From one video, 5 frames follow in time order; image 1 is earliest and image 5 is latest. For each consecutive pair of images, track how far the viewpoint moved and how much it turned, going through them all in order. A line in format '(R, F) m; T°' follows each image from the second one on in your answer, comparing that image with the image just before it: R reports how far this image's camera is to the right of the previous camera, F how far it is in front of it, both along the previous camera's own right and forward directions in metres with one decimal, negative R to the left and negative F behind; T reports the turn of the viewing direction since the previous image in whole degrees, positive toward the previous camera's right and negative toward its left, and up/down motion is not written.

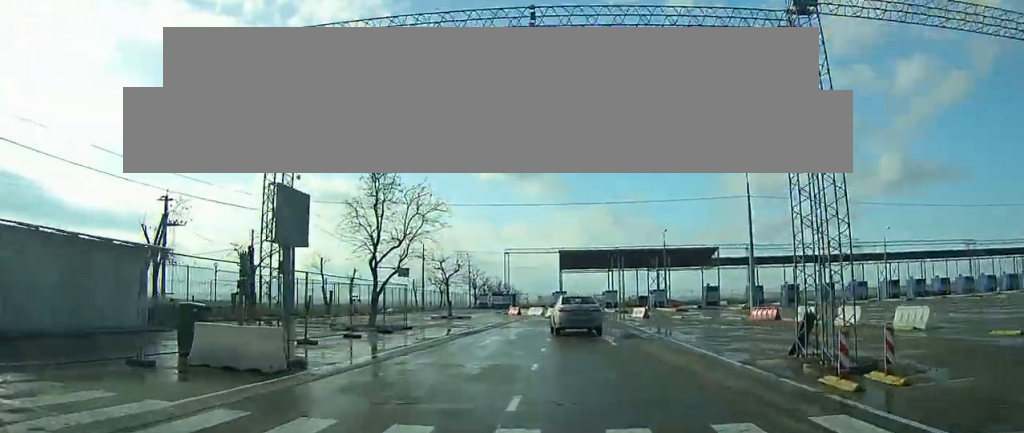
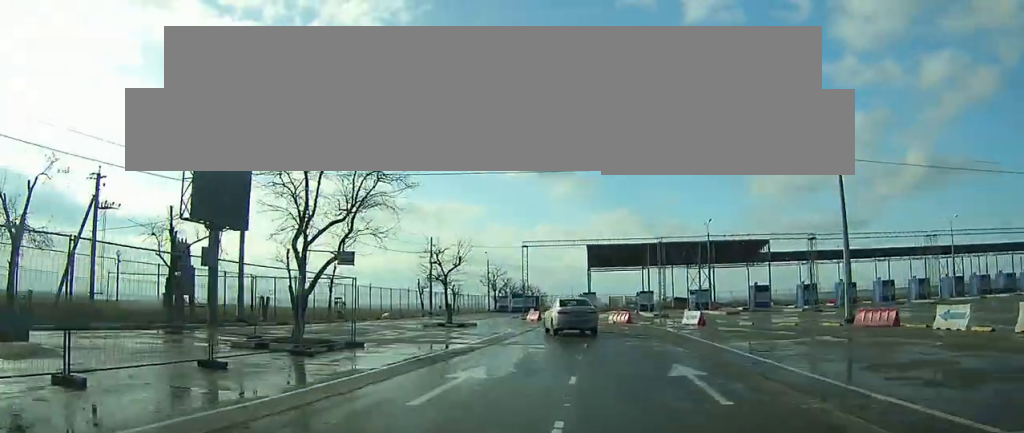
(-0.4, +9.6) m; -4°
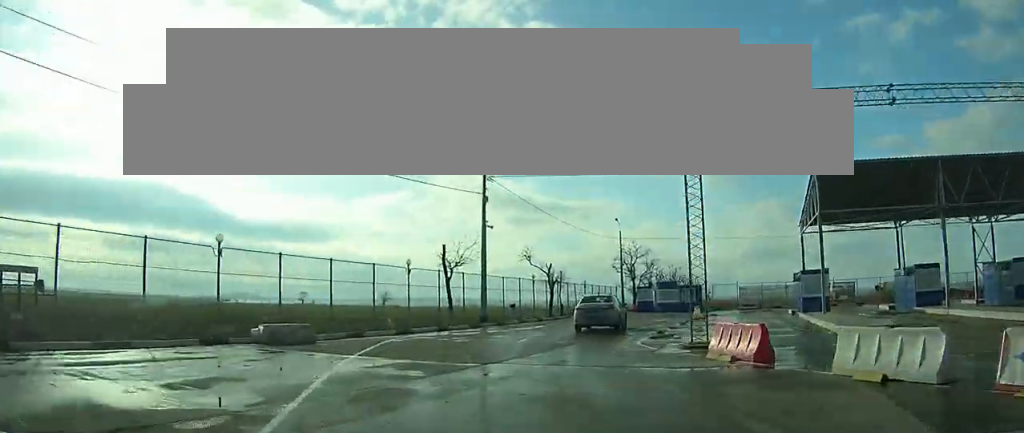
(-3.9, +34.2) m; -9°
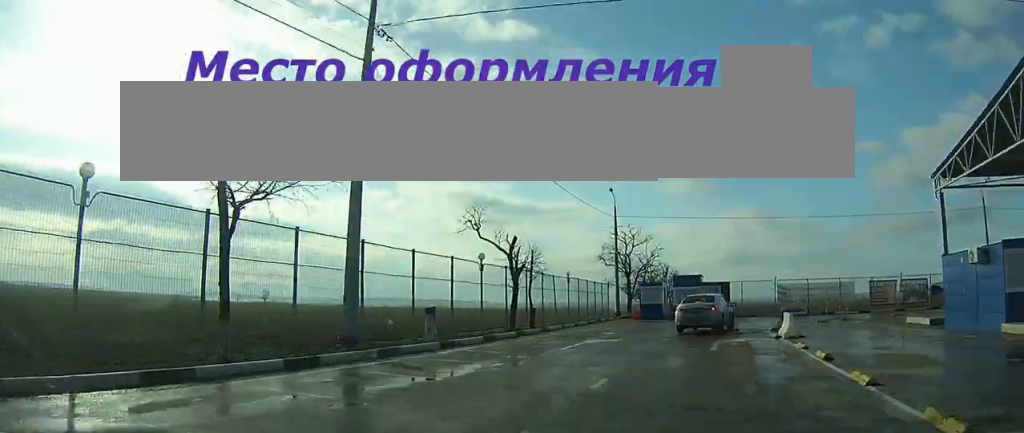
(+0.3, +18.0) m; +3°
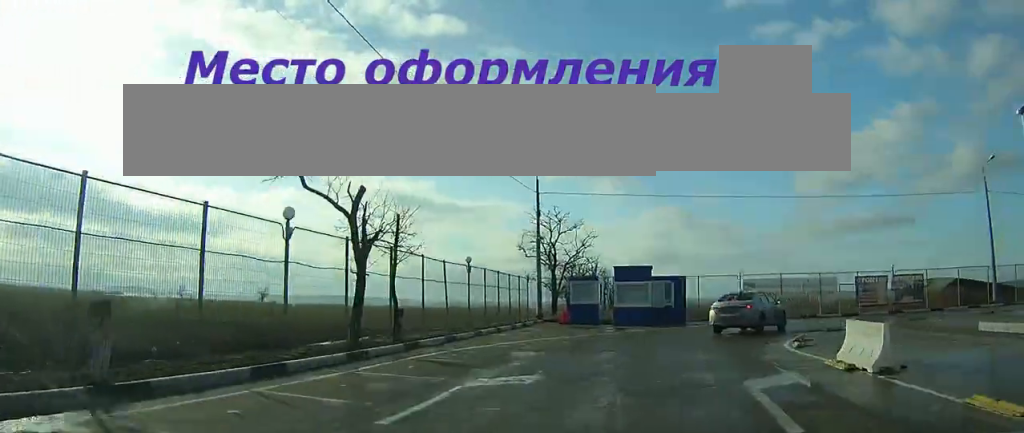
(+0.3, +10.4) m; +6°
